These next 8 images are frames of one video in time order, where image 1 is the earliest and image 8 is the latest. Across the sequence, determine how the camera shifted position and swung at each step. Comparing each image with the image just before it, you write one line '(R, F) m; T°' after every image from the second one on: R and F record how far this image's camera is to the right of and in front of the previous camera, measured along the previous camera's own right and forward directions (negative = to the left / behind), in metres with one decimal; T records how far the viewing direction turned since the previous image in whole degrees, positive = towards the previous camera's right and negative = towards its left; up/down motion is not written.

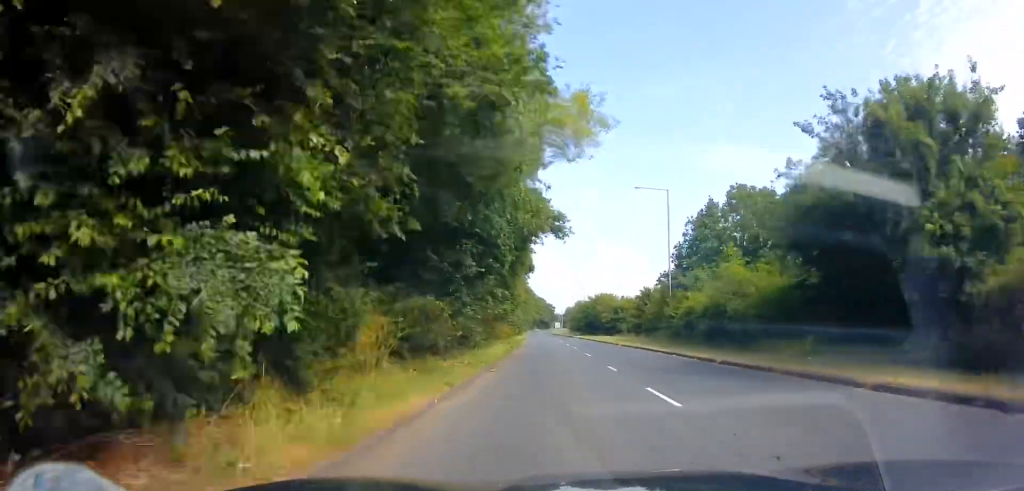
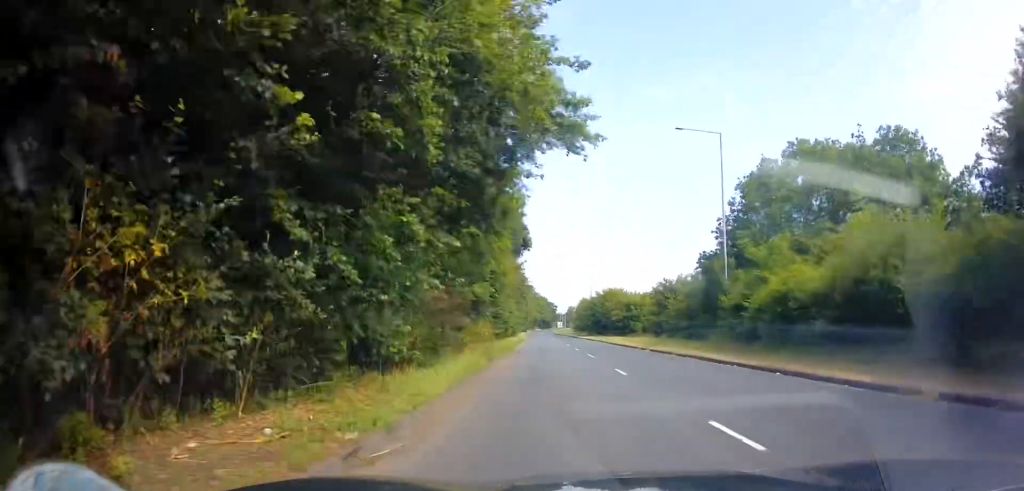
(-0.2, +10.7) m; 0°
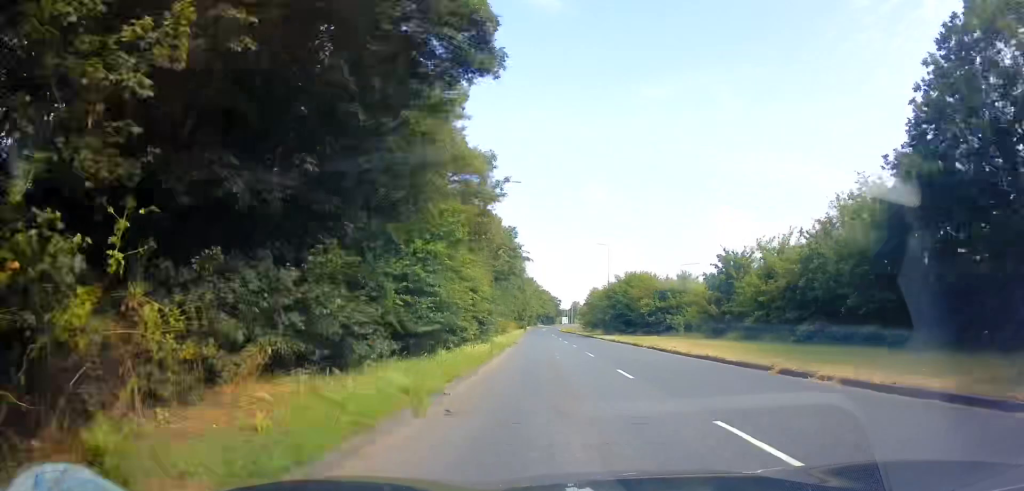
(+0.3, +19.6) m; 0°
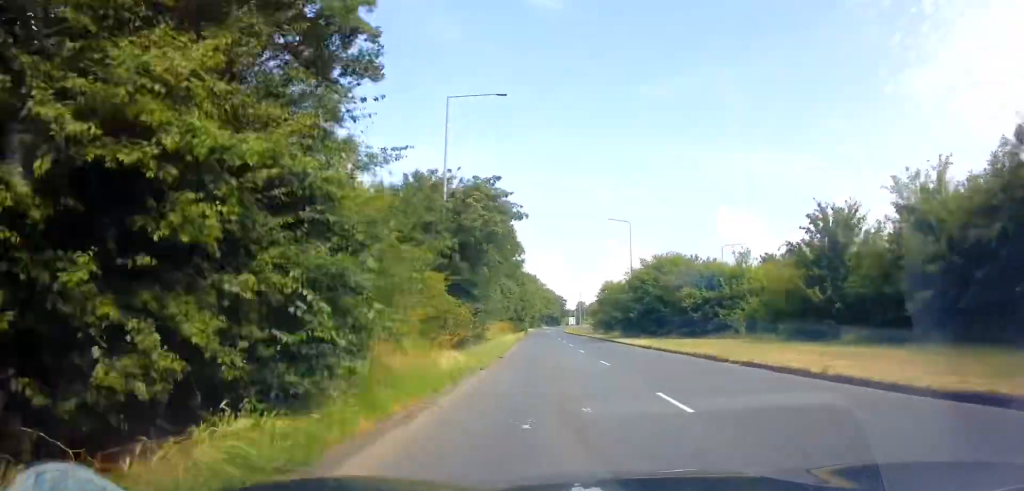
(-0.3, +15.1) m; -1°
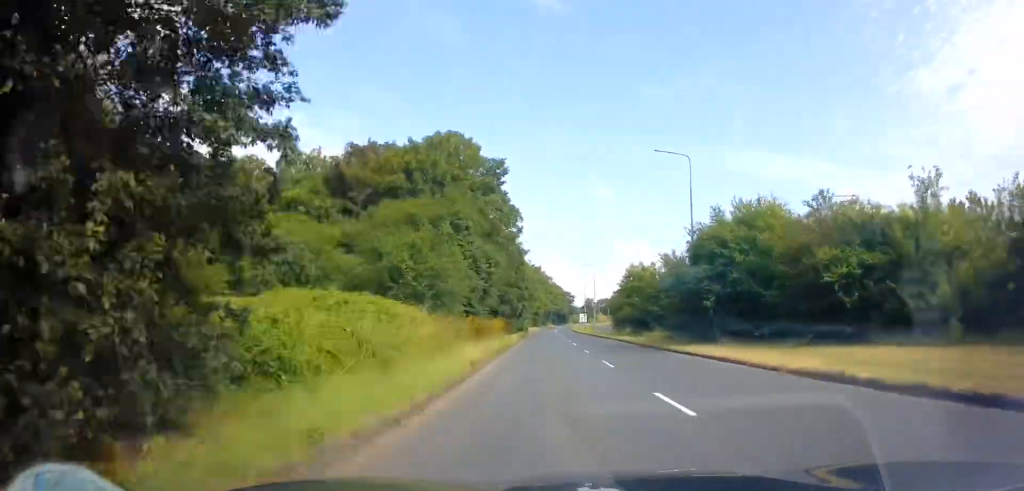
(0.0, +19.0) m; 0°
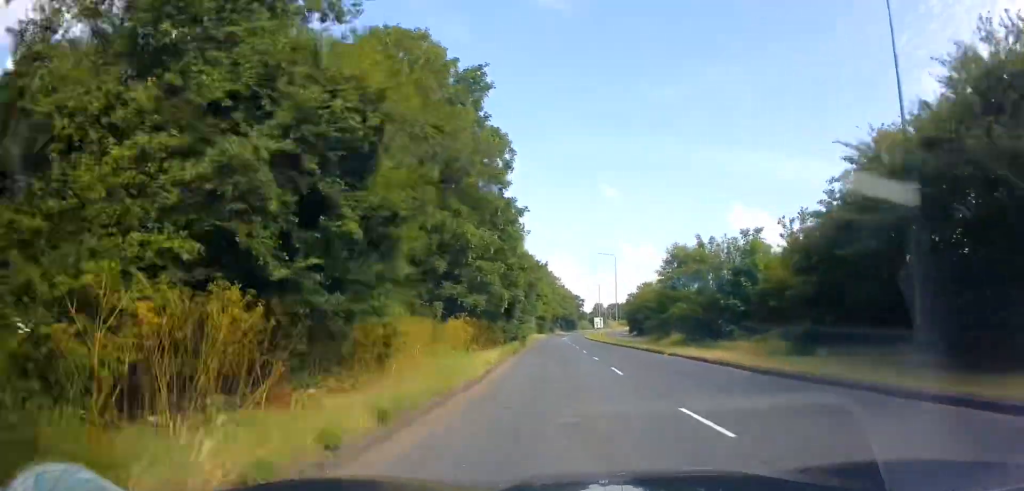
(0.0, +19.2) m; -1°
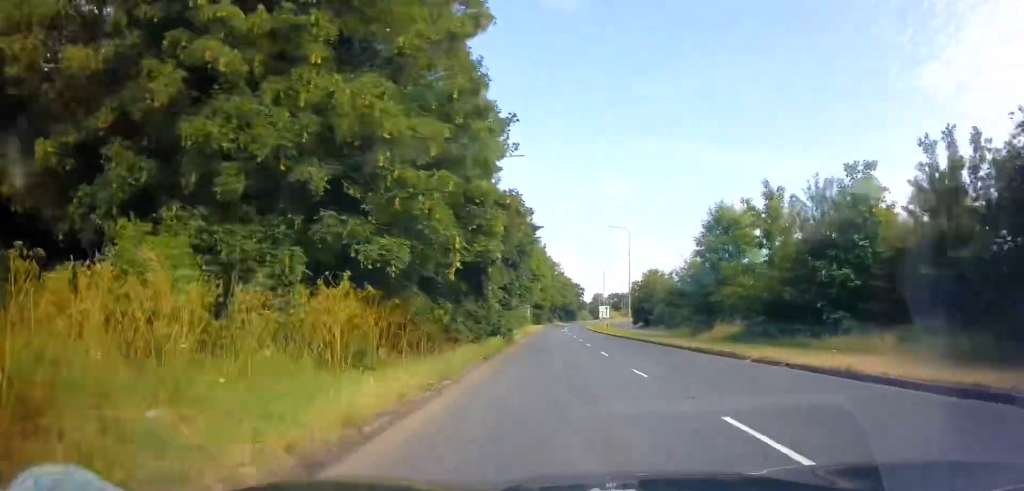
(-0.2, +11.8) m; 0°
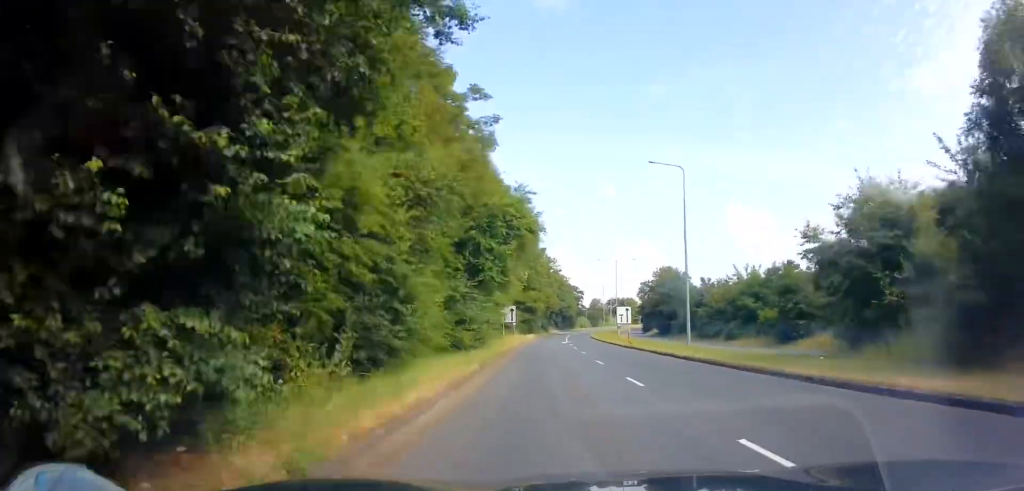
(+0.2, +24.2) m; +1°
